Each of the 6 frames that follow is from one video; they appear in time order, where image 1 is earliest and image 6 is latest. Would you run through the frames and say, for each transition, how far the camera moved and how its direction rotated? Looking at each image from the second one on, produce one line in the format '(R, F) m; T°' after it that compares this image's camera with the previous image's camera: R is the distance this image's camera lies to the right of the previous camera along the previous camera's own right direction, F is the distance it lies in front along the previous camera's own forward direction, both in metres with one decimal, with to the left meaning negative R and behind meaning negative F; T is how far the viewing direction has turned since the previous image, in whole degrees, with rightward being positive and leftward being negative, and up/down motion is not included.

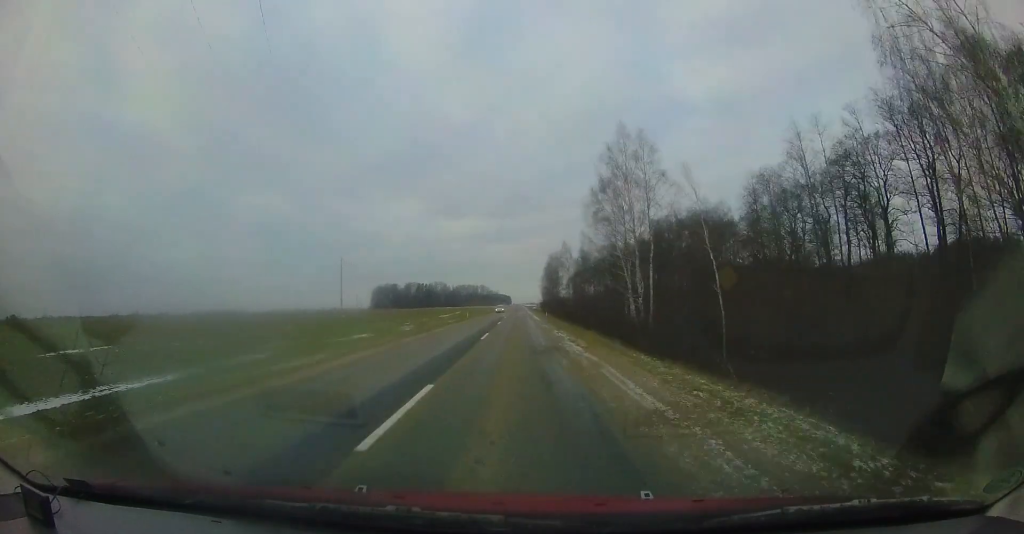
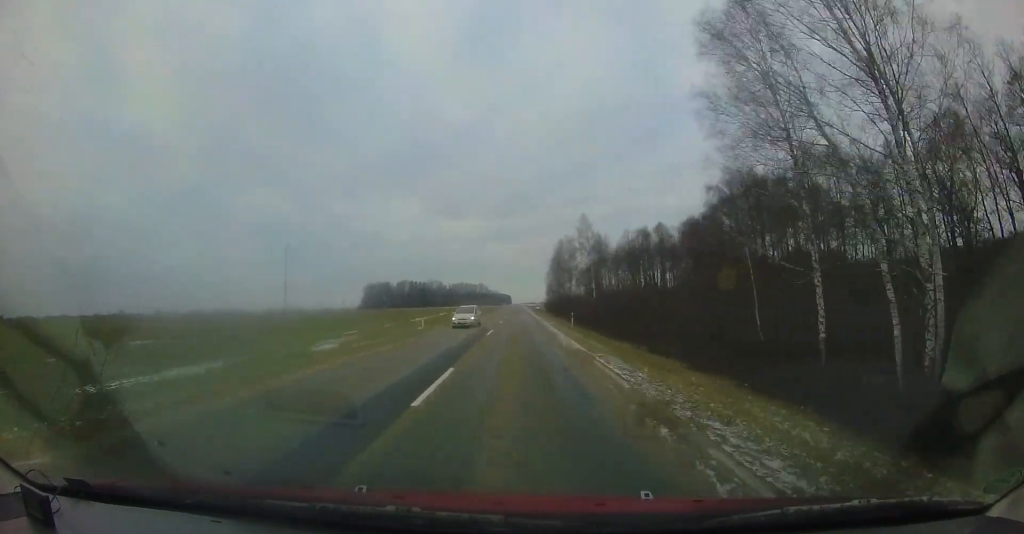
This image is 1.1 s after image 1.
(-0.1, +22.6) m; 0°
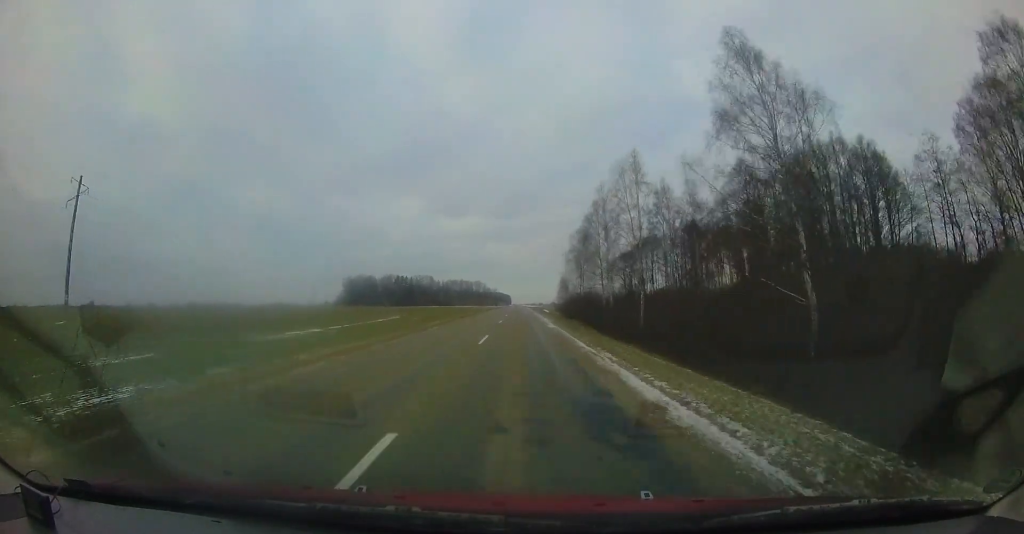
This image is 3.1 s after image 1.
(0.0, +40.2) m; 0°
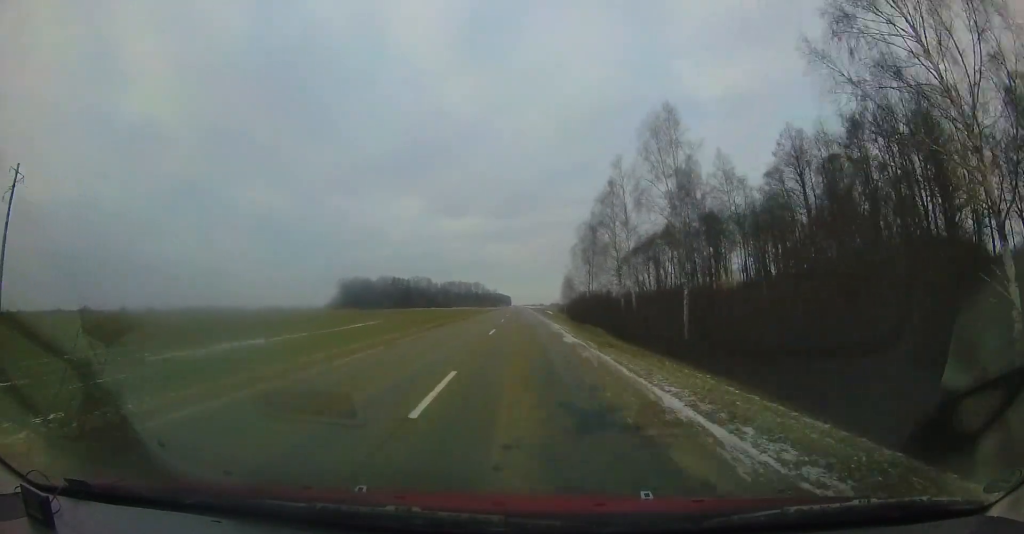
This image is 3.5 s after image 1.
(0.0, +8.2) m; 0°
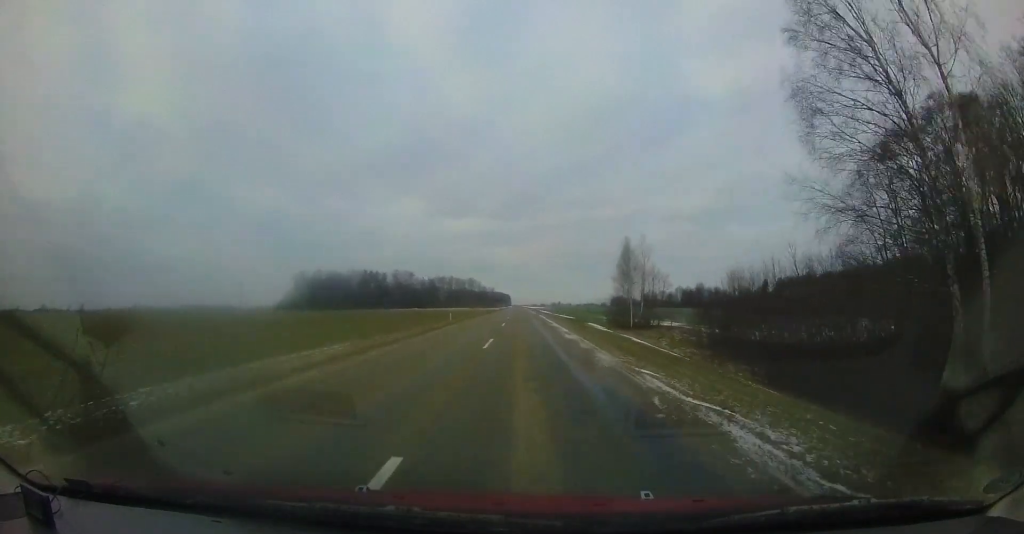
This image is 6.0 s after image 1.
(-0.8, +52.4) m; 0°
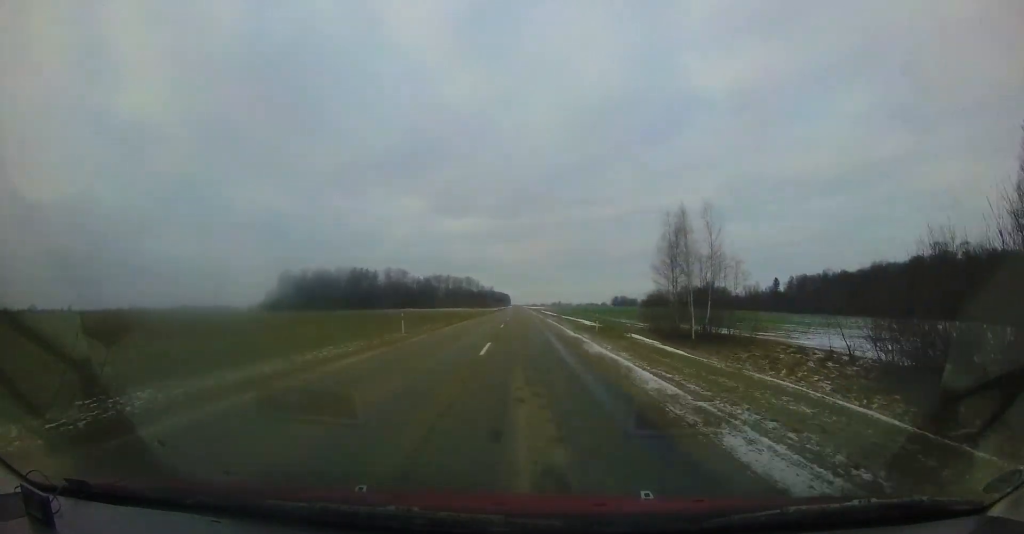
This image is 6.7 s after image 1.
(+0.1, +13.8) m; 0°
